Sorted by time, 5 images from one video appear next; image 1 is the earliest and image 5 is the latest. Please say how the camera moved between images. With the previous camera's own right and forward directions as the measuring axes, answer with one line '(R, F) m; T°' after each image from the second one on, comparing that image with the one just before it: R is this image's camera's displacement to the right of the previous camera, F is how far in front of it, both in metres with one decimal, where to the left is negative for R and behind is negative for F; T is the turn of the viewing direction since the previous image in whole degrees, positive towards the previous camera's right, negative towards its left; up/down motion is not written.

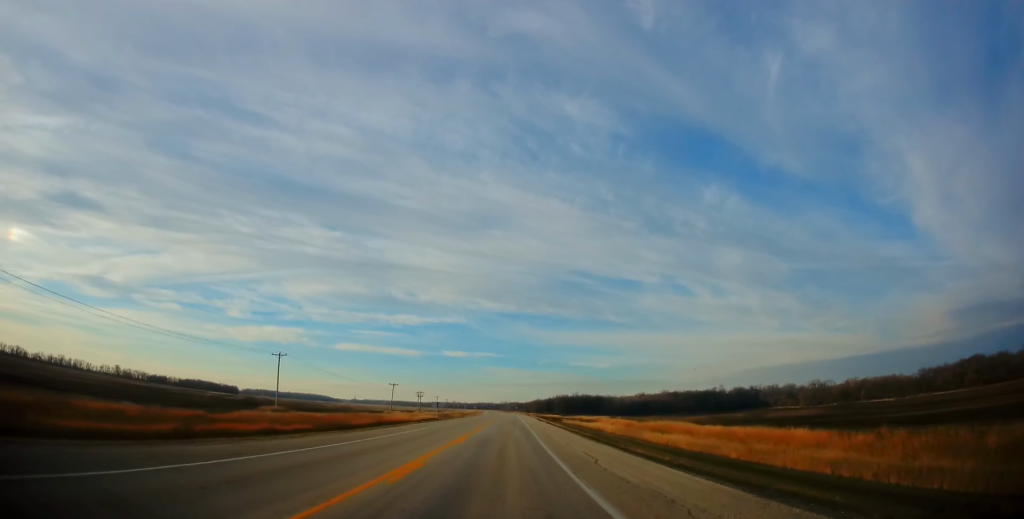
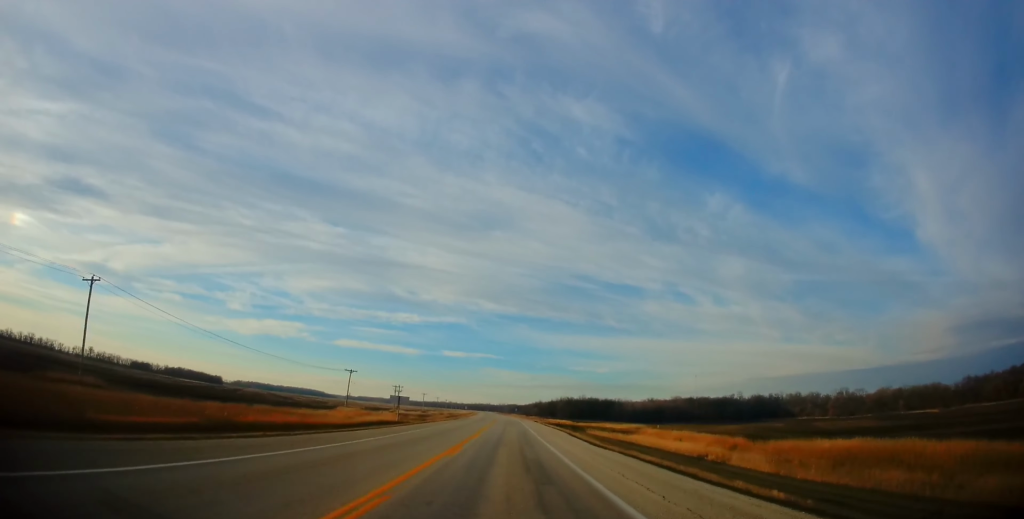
(+0.1, +44.8) m; 0°
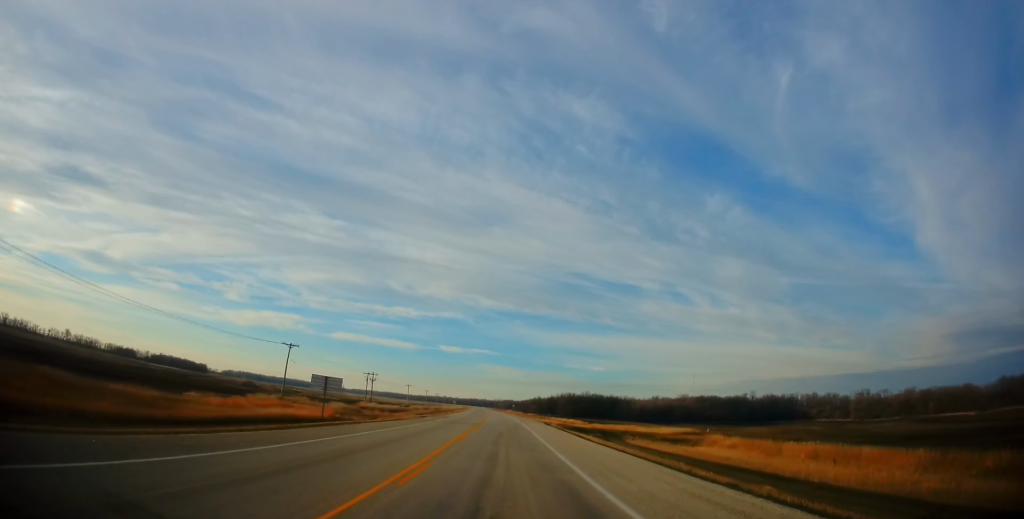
(0.0, +32.7) m; -1°
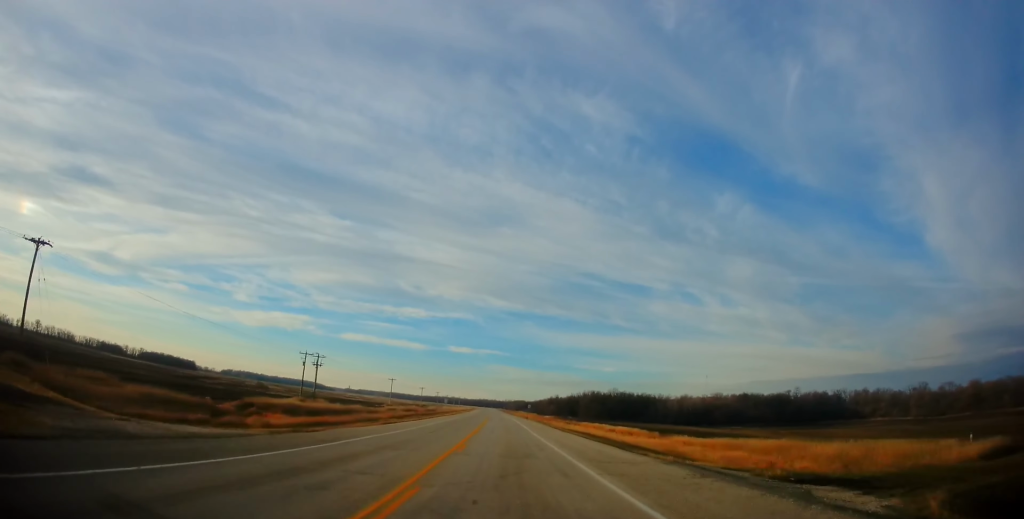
(-0.4, +53.7) m; -1°
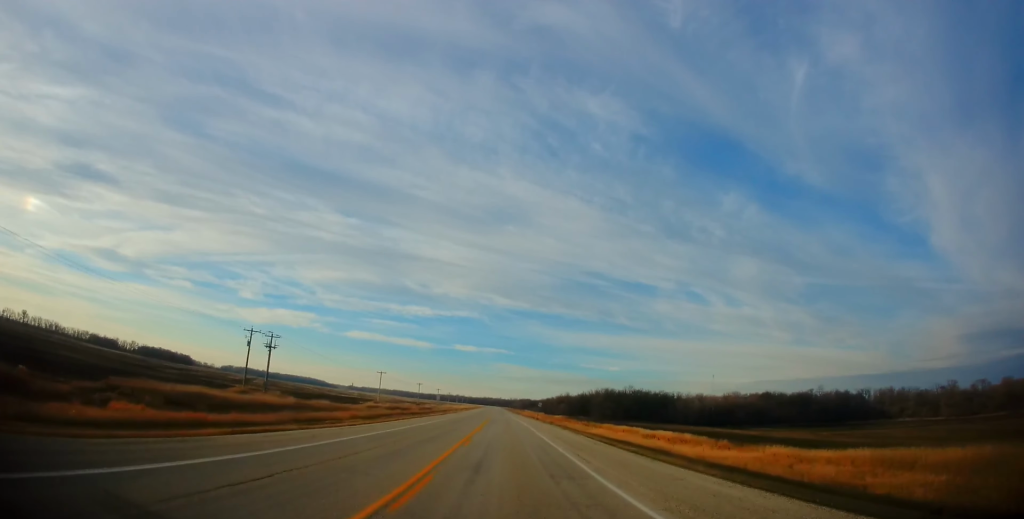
(-0.2, +23.4) m; -1°
